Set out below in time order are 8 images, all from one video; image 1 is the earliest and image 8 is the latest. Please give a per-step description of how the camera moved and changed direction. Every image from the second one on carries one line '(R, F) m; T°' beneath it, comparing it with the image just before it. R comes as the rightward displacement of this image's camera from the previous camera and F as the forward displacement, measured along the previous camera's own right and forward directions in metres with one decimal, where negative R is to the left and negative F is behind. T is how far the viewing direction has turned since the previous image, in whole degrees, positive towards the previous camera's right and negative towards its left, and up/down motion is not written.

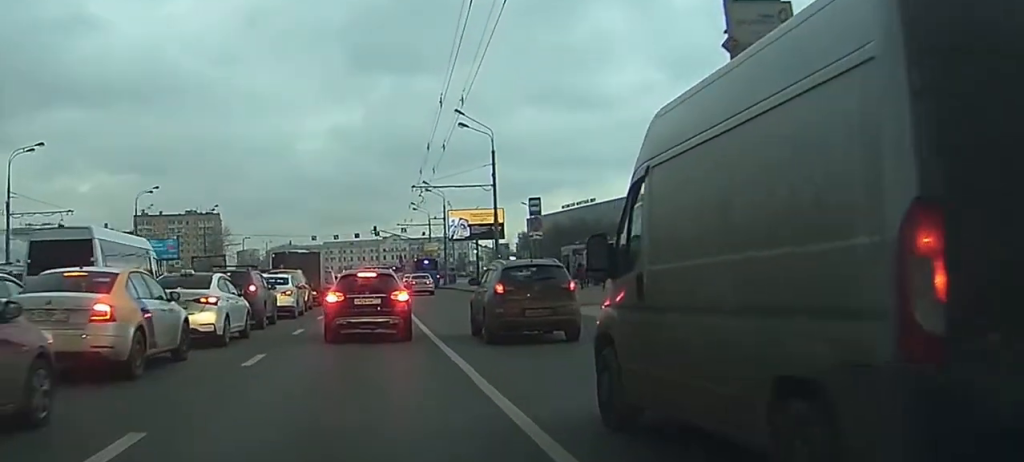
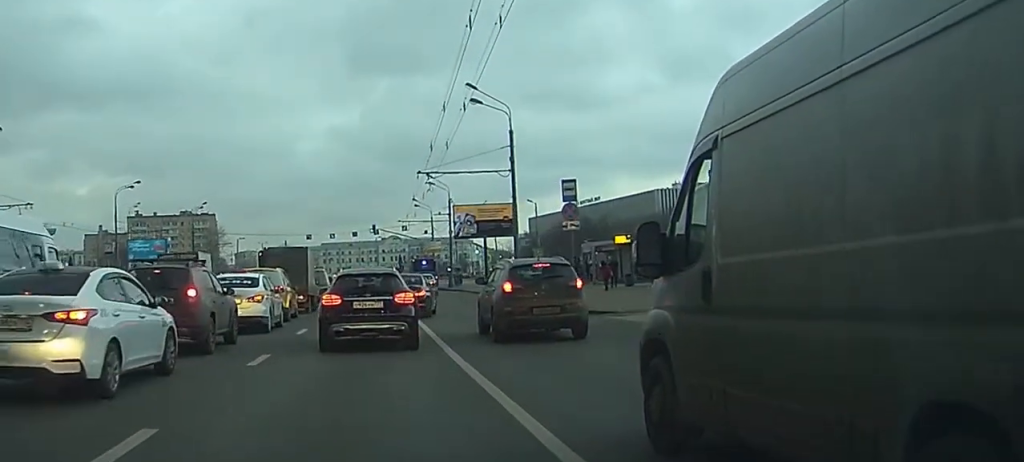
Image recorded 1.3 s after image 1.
(+0.6, +8.1) m; +6°
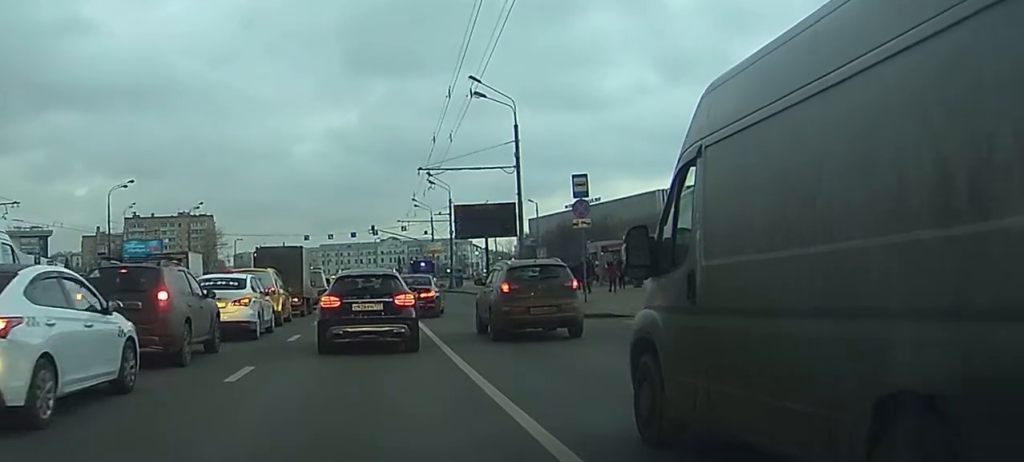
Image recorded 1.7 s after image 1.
(+0.1, +2.3) m; 0°
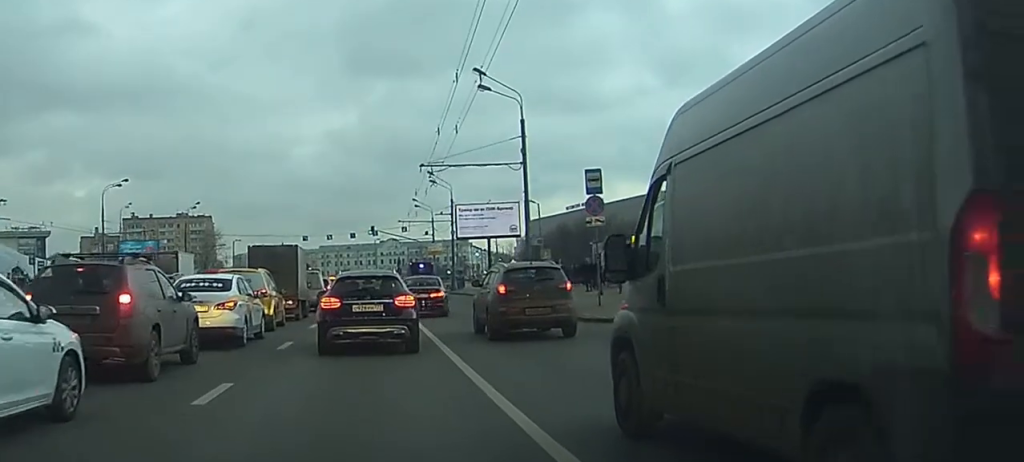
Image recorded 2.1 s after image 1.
(0.0, +2.3) m; -3°
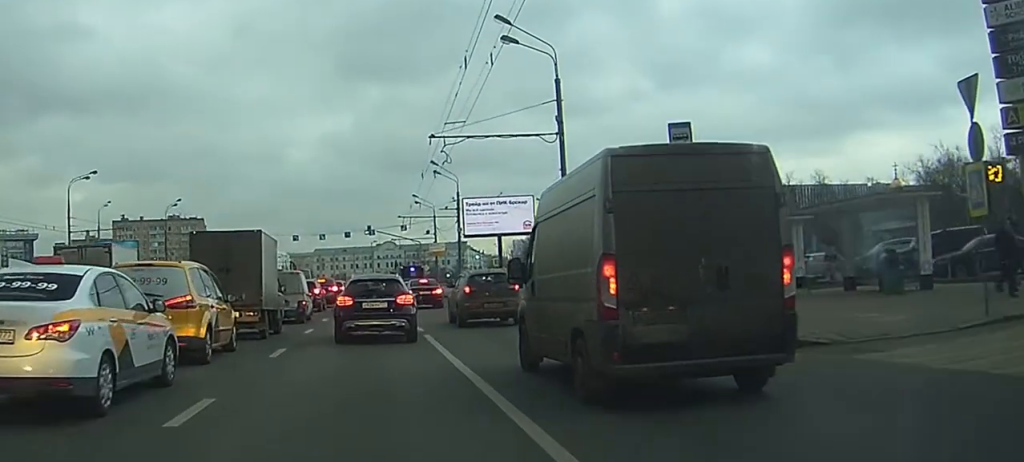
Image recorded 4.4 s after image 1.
(+0.9, +10.6) m; +14°
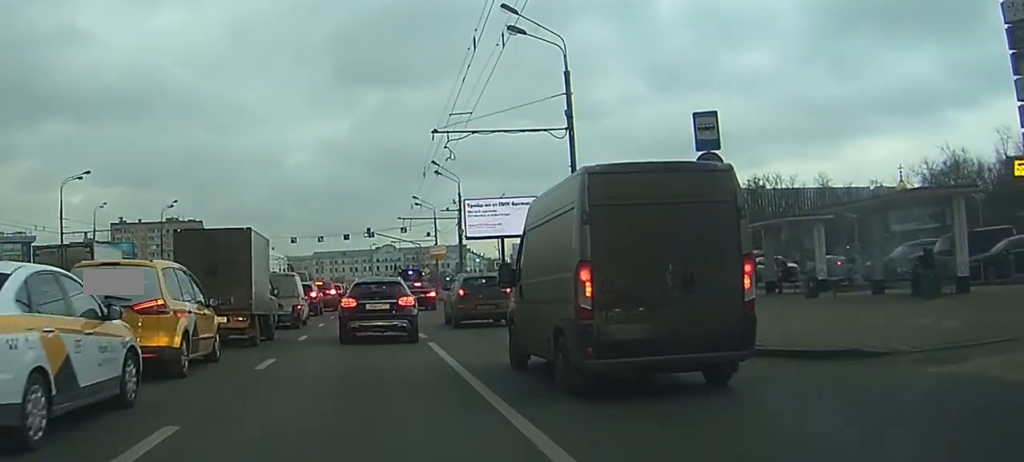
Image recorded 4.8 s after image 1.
(0.0, +2.1) m; 0°
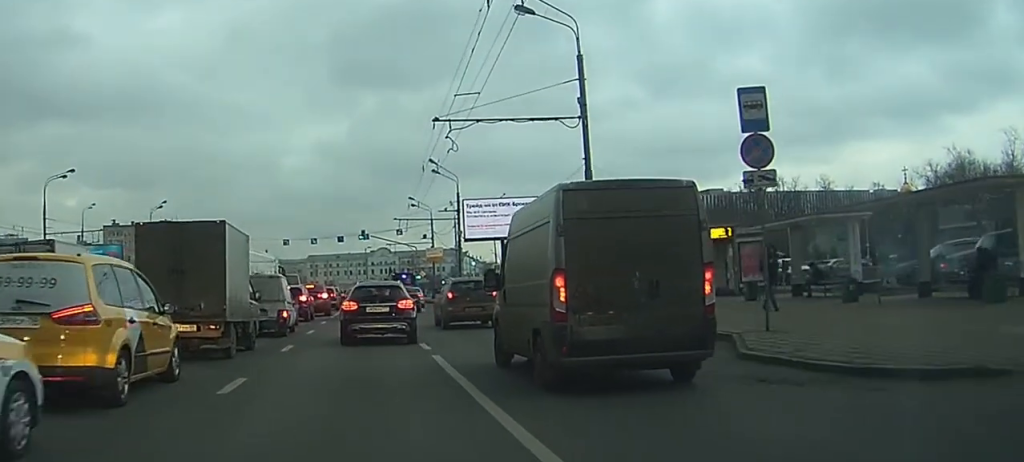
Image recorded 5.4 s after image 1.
(-0.3, +3.0) m; -5°
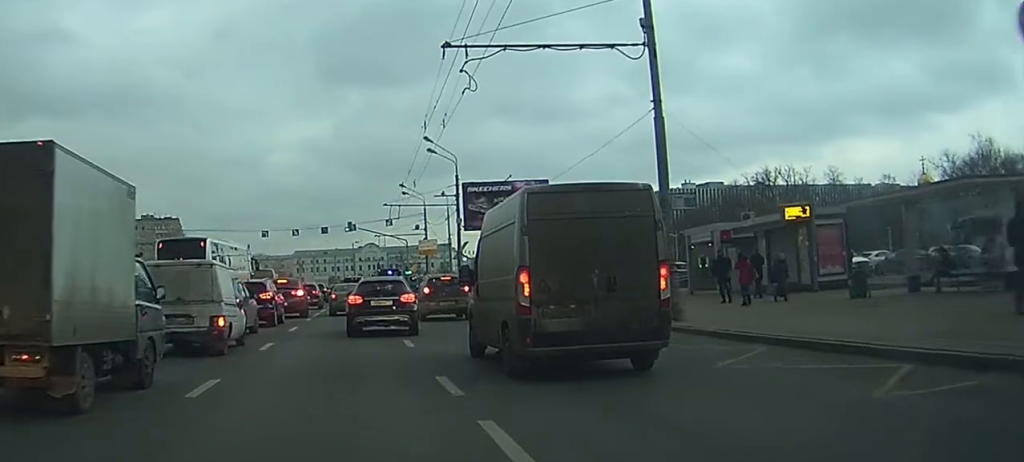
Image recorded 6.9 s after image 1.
(-0.1, +8.5) m; 0°
